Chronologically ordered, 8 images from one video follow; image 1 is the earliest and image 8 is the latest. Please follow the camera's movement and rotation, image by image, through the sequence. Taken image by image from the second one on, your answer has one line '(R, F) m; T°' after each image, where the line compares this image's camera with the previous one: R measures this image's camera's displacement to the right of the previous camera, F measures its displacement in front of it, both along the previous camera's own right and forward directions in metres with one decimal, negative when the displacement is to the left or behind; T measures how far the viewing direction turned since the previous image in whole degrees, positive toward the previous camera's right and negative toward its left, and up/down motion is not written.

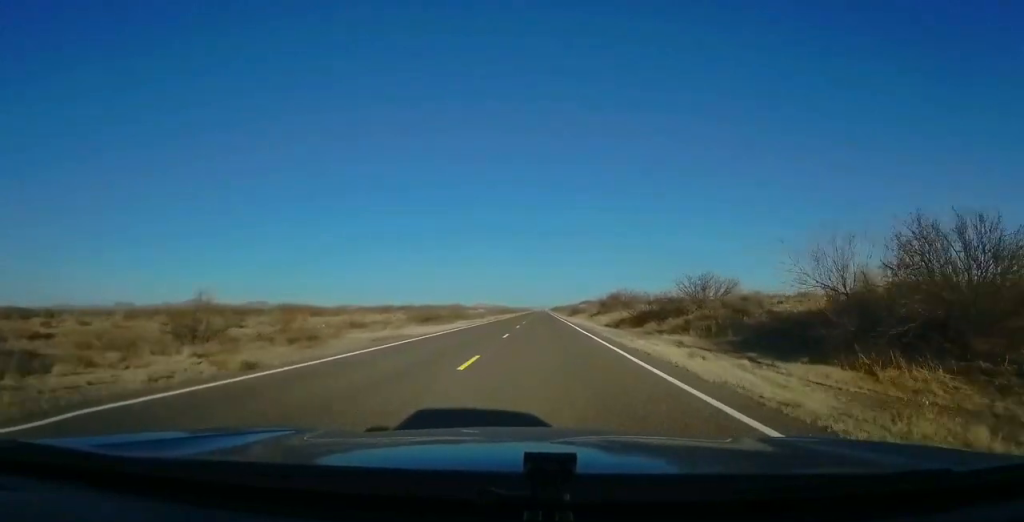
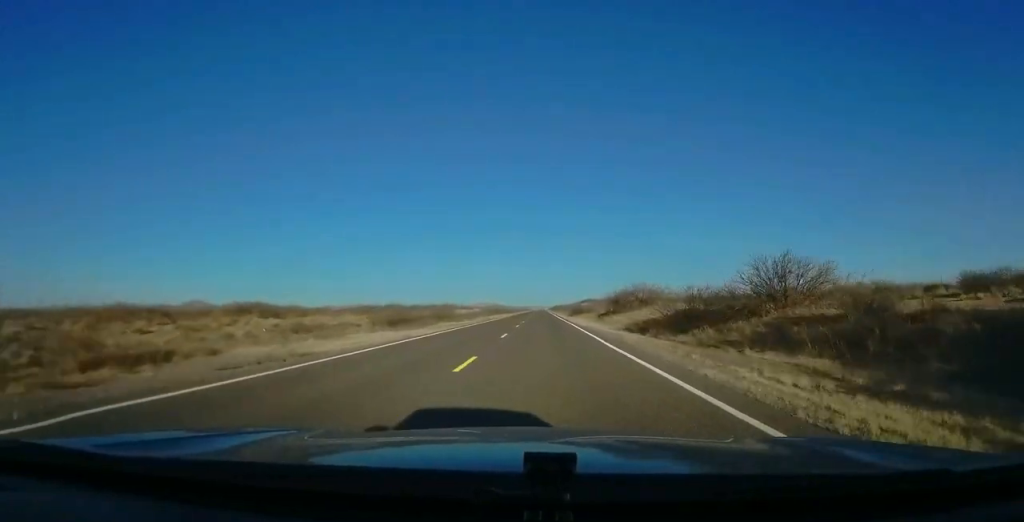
(-0.1, +12.8) m; 0°
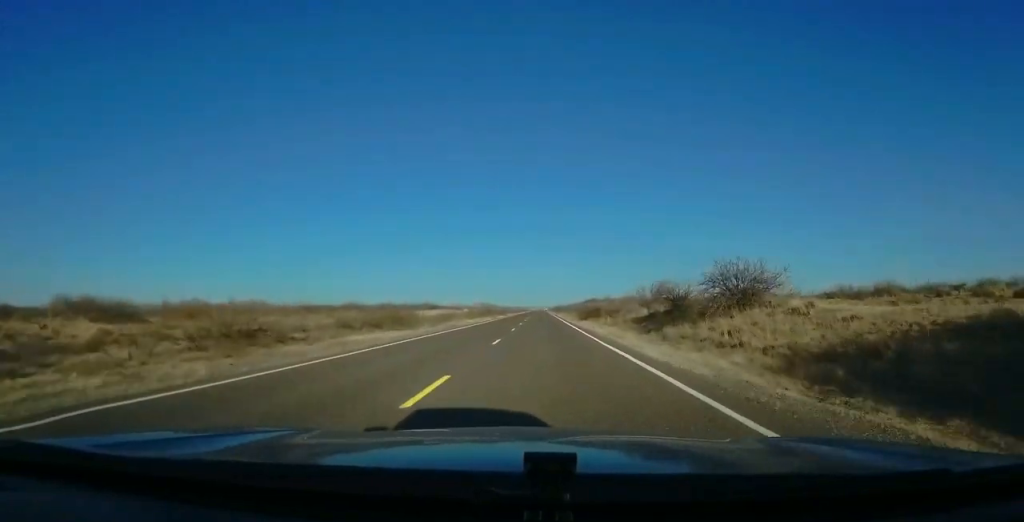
(+0.4, +28.3) m; 0°
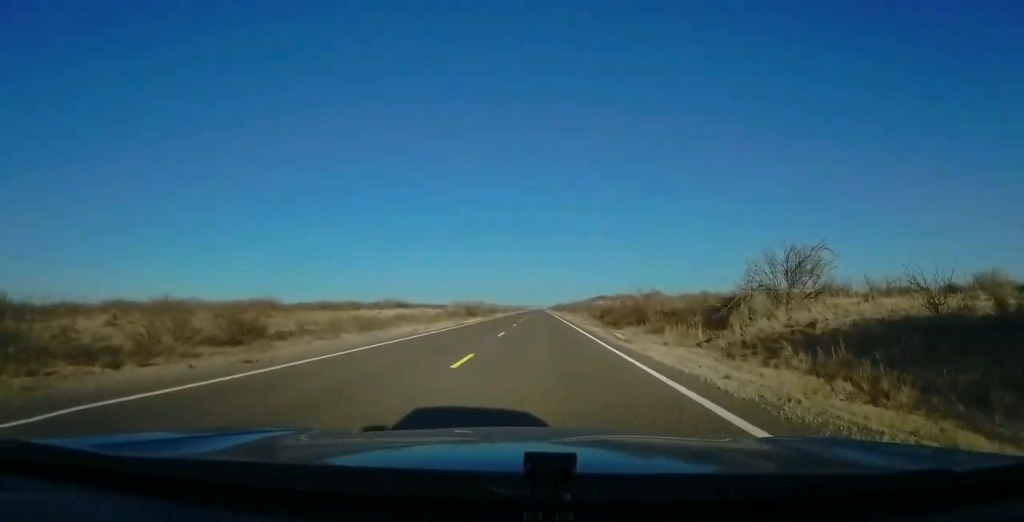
(-0.3, +32.2) m; -1°
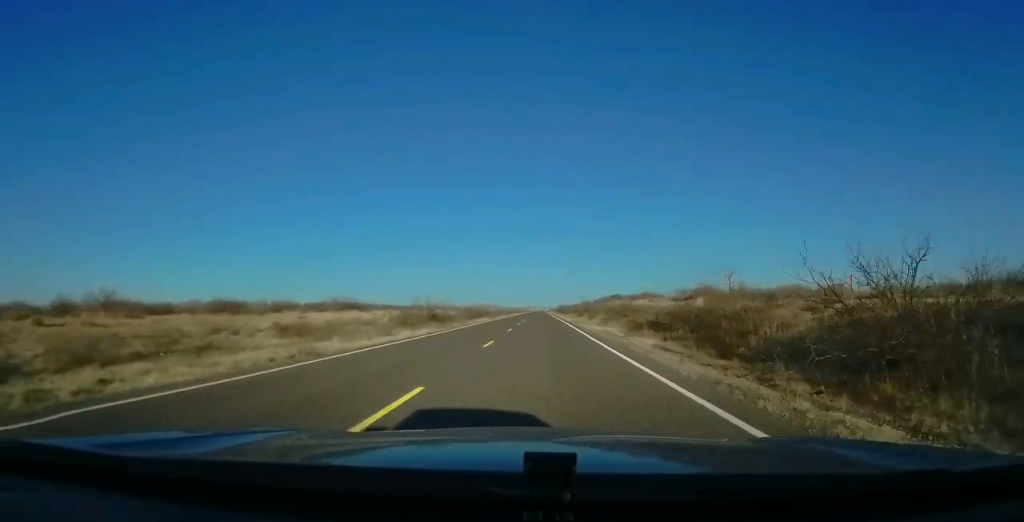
(-0.1, +30.2) m; 0°
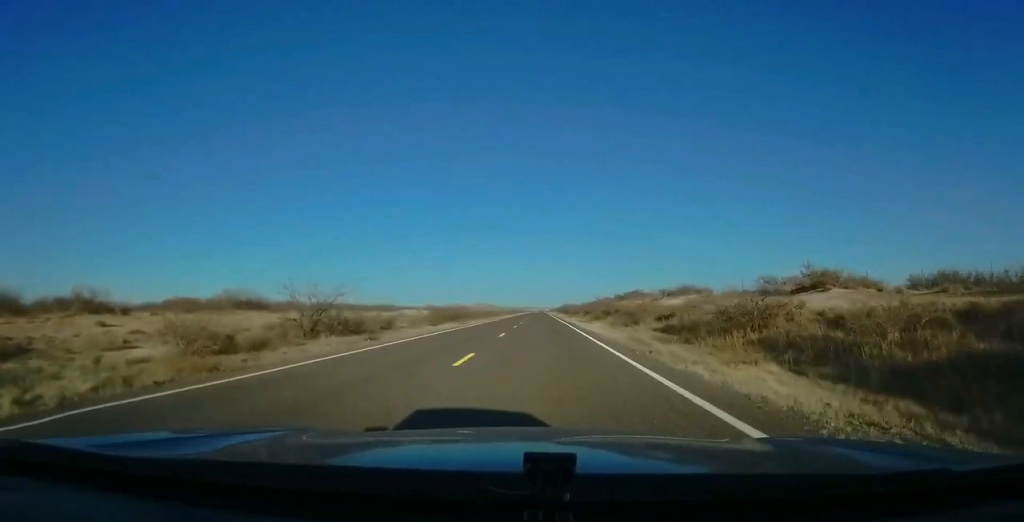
(-0.1, +30.2) m; -1°
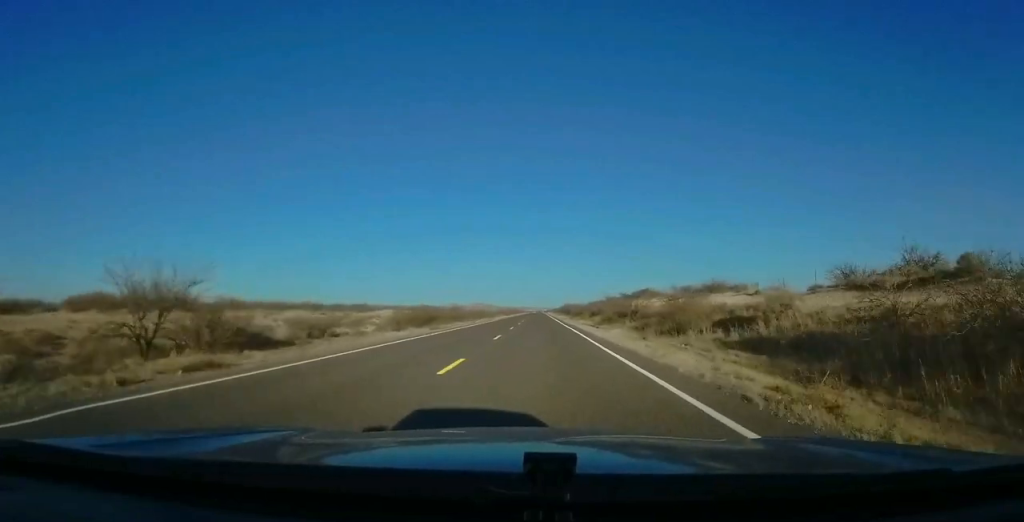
(-0.2, +13.7) m; 0°
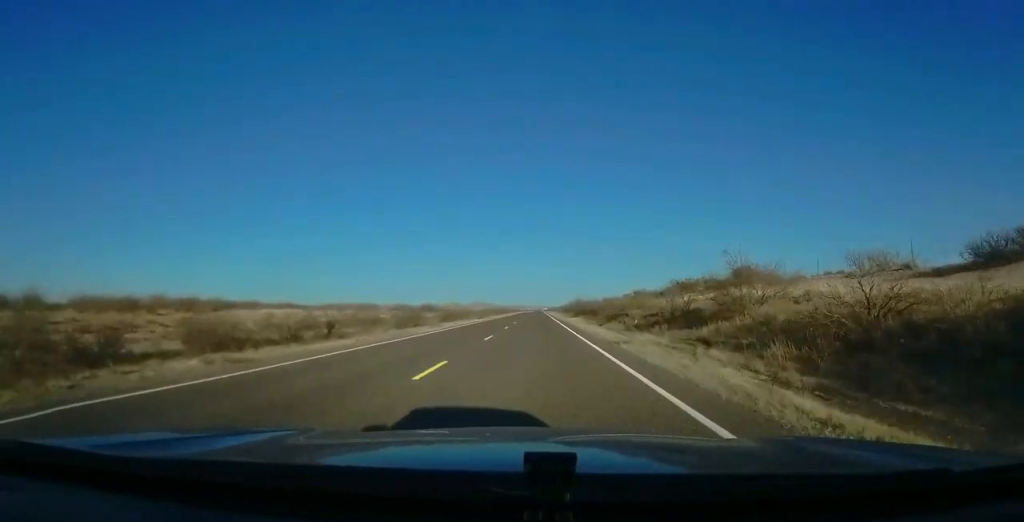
(+0.2, +49.7) m; +1°
